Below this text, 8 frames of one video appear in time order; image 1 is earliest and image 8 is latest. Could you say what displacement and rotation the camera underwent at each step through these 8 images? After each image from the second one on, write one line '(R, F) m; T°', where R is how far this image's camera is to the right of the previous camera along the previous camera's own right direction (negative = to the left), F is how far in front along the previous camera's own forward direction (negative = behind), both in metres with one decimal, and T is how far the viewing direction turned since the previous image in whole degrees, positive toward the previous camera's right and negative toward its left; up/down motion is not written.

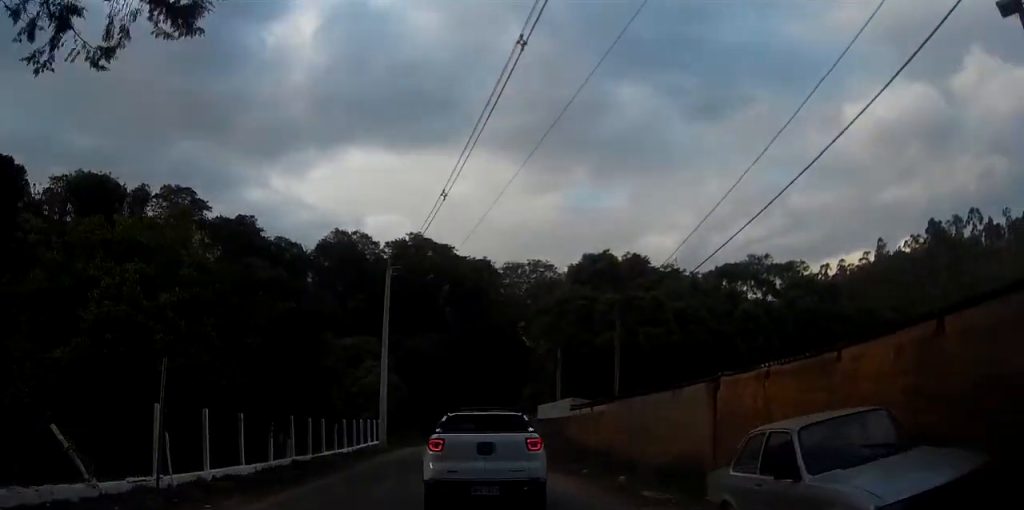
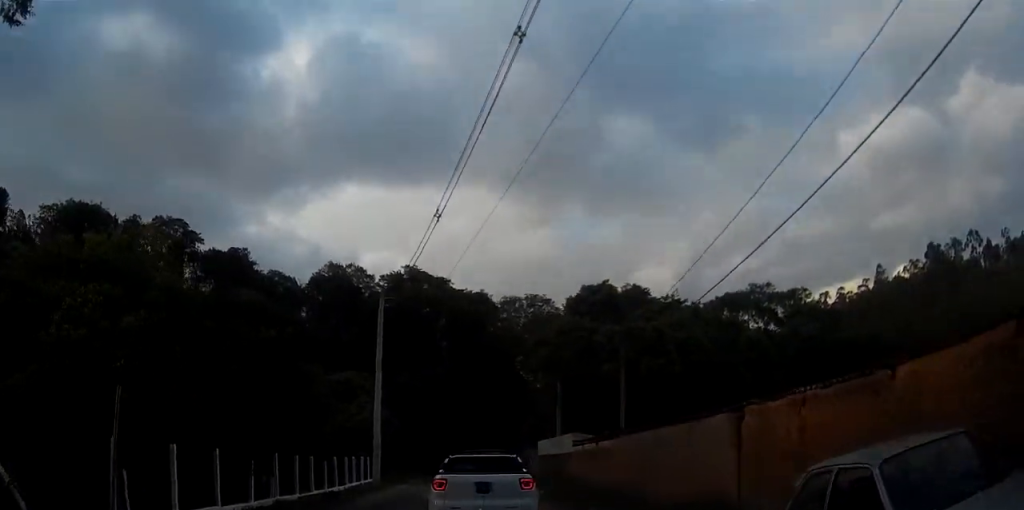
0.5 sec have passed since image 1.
(+0.1, +1.9) m; +1°
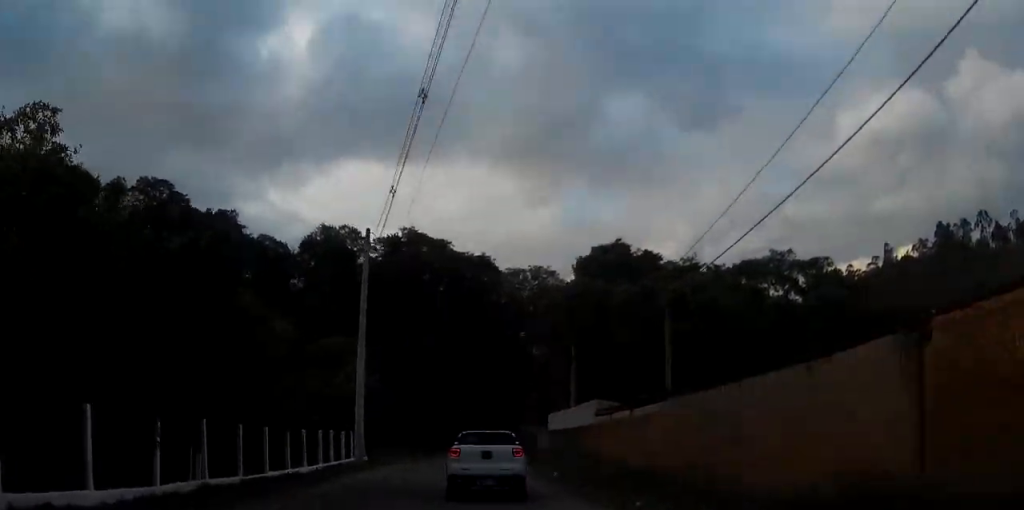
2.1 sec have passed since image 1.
(+0.2, +5.7) m; +2°
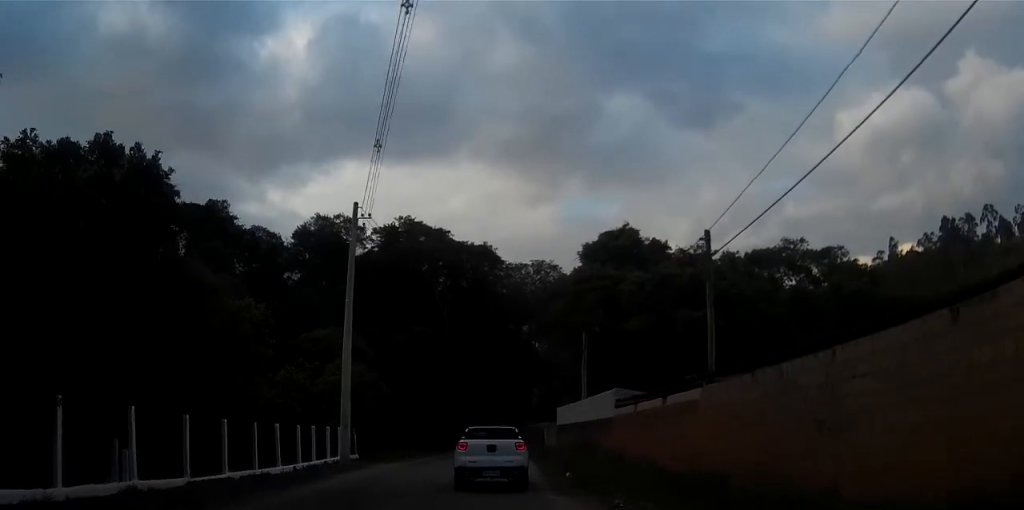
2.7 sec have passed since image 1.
(+0.1, +2.8) m; -1°
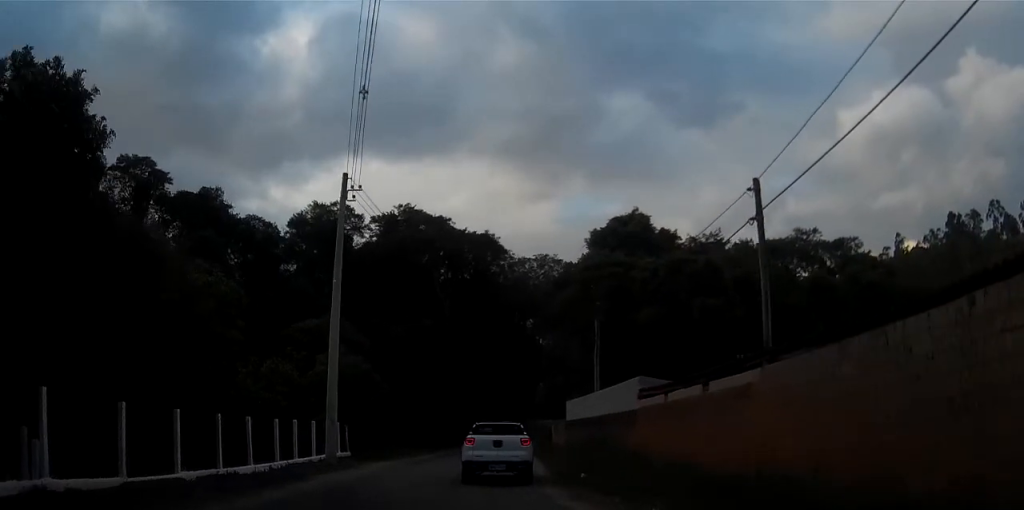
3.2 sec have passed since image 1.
(-0.1, +2.7) m; -1°
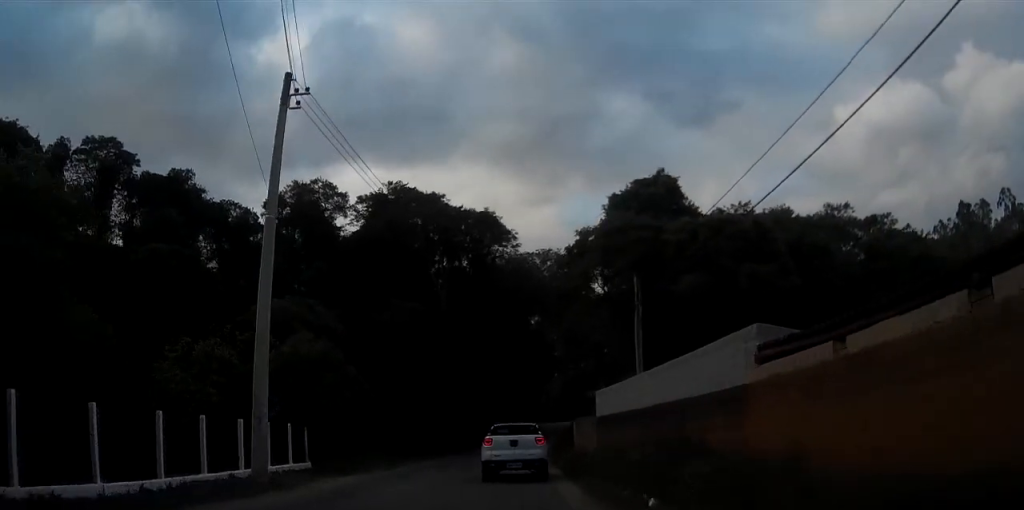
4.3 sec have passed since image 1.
(-0.3, +7.7) m; -2°
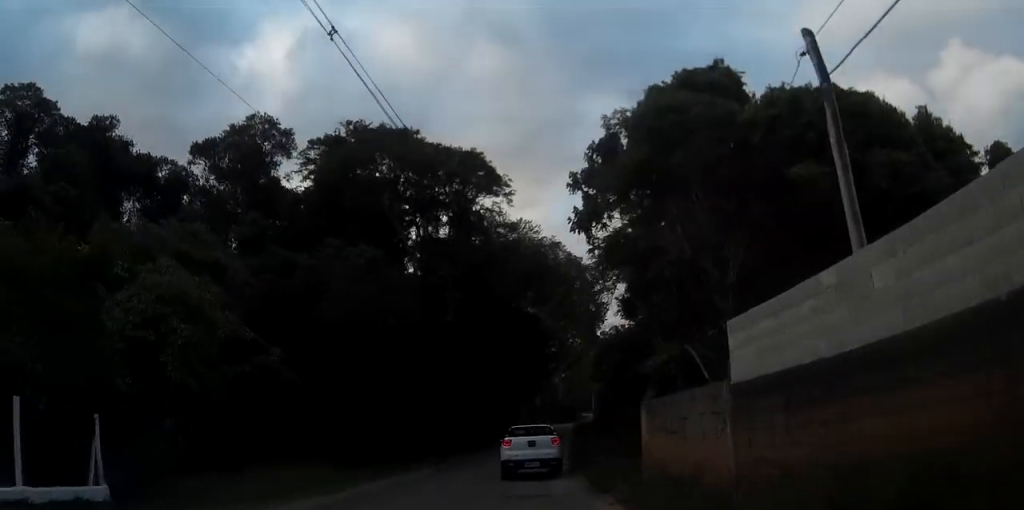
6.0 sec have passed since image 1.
(+0.1, +13.8) m; +1°
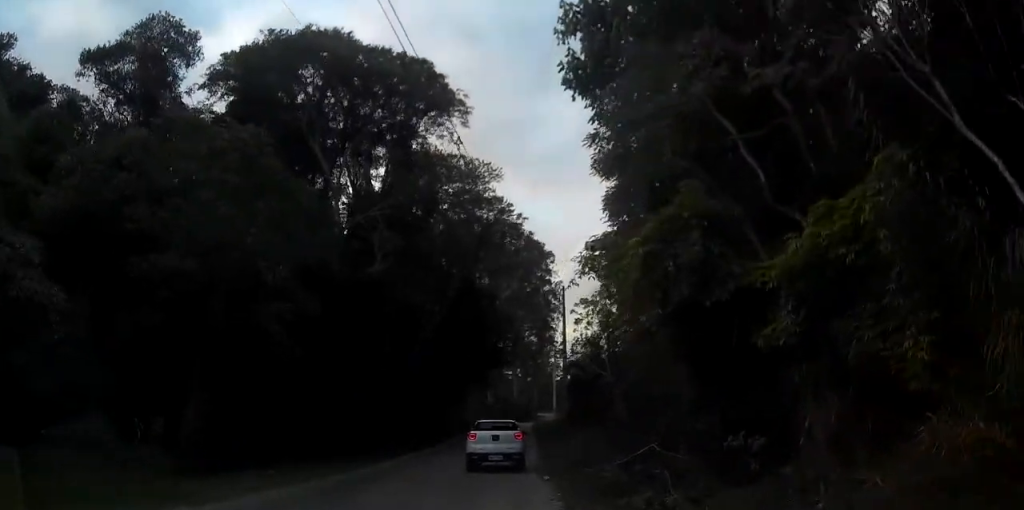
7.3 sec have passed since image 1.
(+0.2, +11.7) m; +2°
